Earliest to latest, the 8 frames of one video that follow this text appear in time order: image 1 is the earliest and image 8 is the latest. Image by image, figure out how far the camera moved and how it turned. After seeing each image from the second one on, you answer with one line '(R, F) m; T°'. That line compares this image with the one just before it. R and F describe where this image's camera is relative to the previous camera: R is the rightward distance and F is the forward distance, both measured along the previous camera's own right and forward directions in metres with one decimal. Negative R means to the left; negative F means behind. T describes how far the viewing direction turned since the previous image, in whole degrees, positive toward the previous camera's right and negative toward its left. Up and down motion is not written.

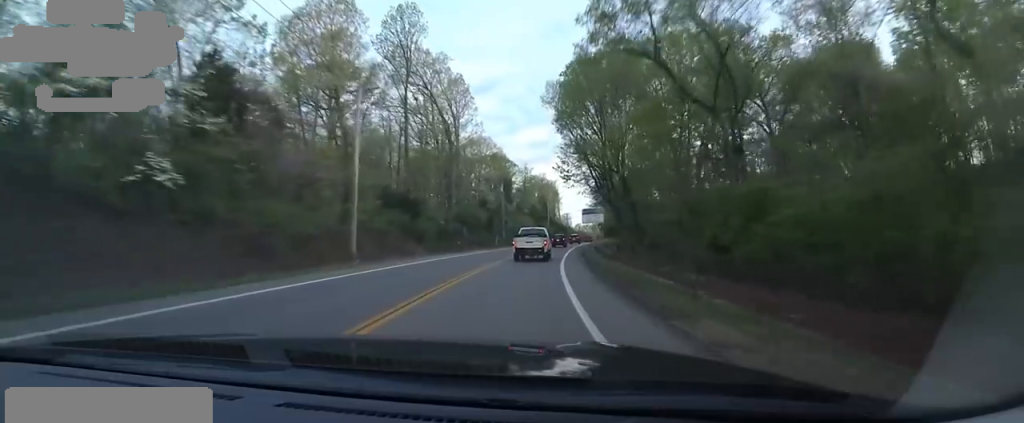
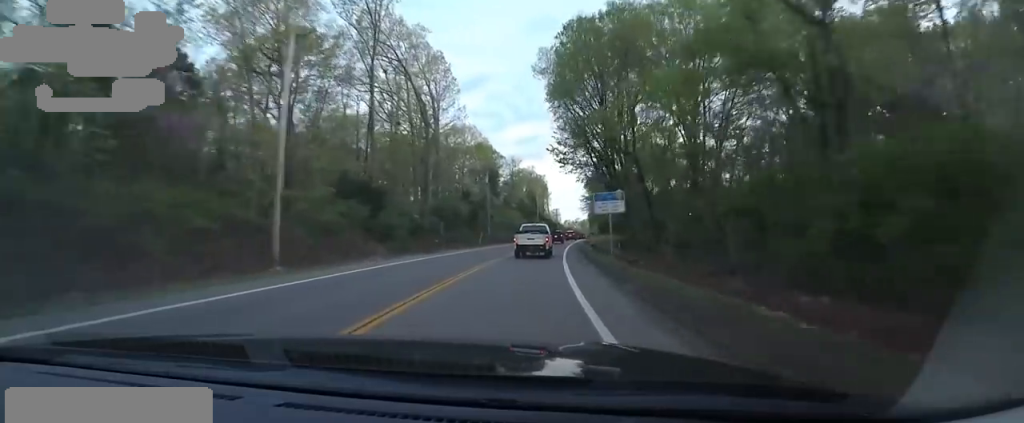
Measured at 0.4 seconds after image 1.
(-0.2, +7.4) m; +1°
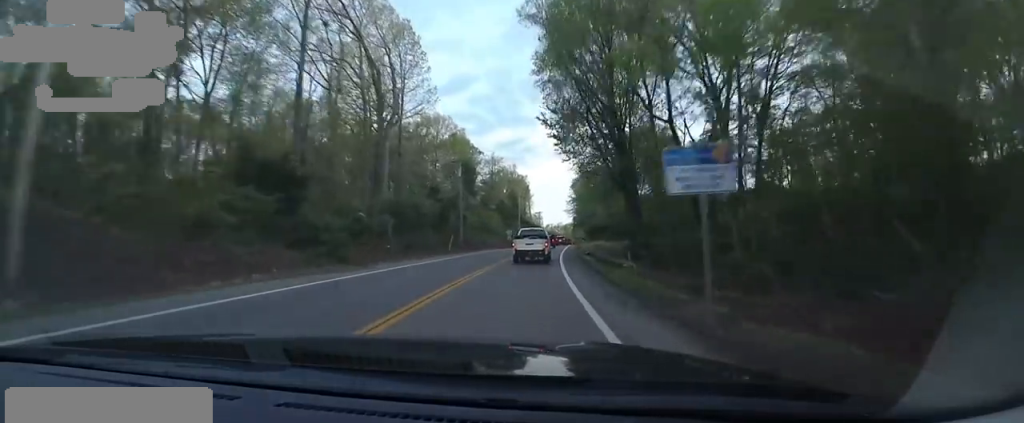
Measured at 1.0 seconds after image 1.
(-0.4, +10.5) m; +2°
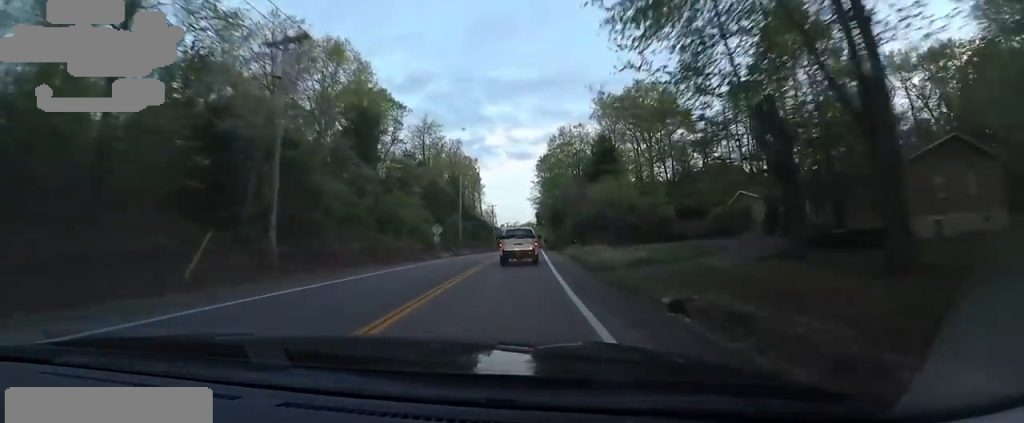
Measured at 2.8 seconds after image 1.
(+3.3, +34.3) m; +7°
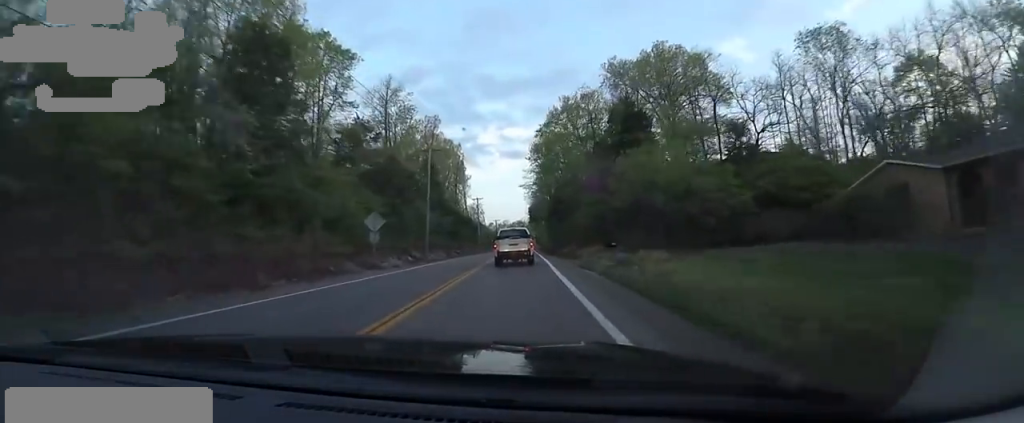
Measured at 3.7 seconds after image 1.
(+0.2, +17.8) m; 0°
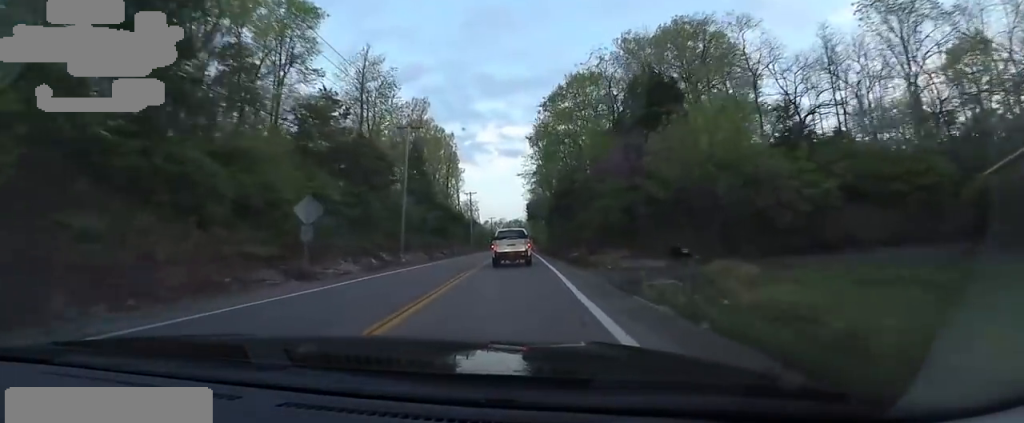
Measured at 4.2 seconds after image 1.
(0.0, +8.8) m; 0°
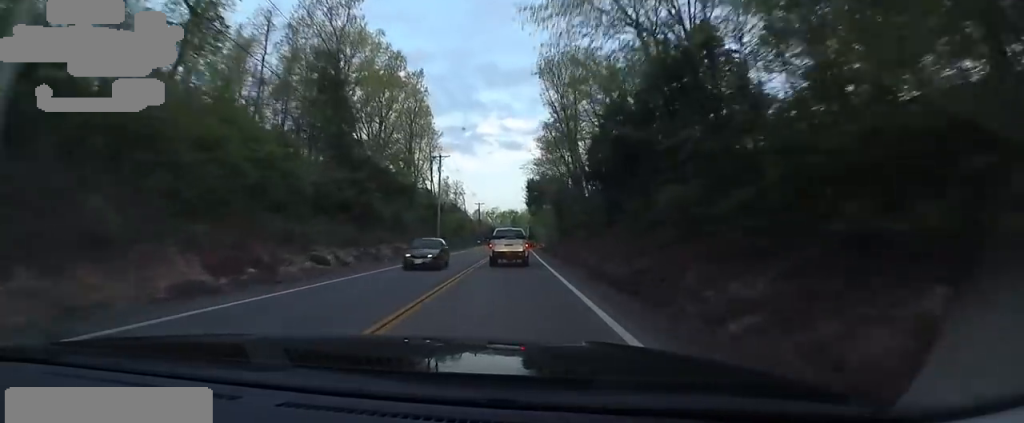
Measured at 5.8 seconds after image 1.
(-0.2, +31.2) m; 0°
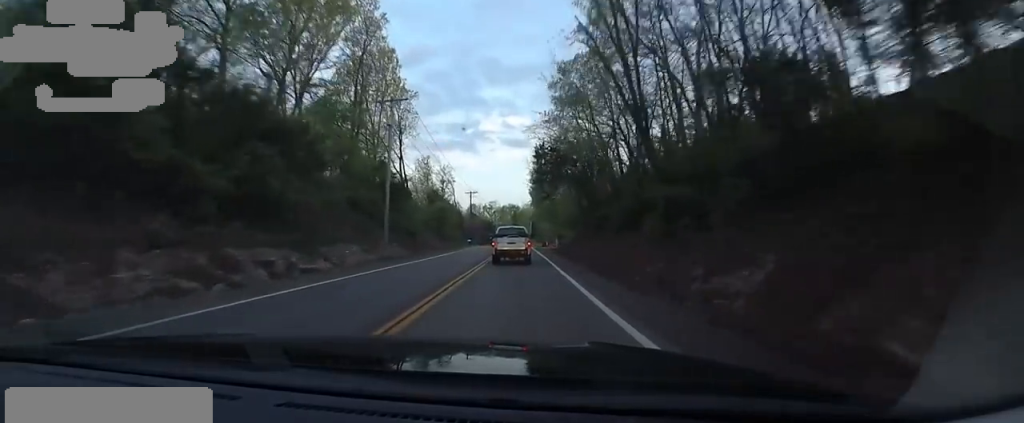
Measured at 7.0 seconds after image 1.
(+0.2, +21.7) m; +3°
